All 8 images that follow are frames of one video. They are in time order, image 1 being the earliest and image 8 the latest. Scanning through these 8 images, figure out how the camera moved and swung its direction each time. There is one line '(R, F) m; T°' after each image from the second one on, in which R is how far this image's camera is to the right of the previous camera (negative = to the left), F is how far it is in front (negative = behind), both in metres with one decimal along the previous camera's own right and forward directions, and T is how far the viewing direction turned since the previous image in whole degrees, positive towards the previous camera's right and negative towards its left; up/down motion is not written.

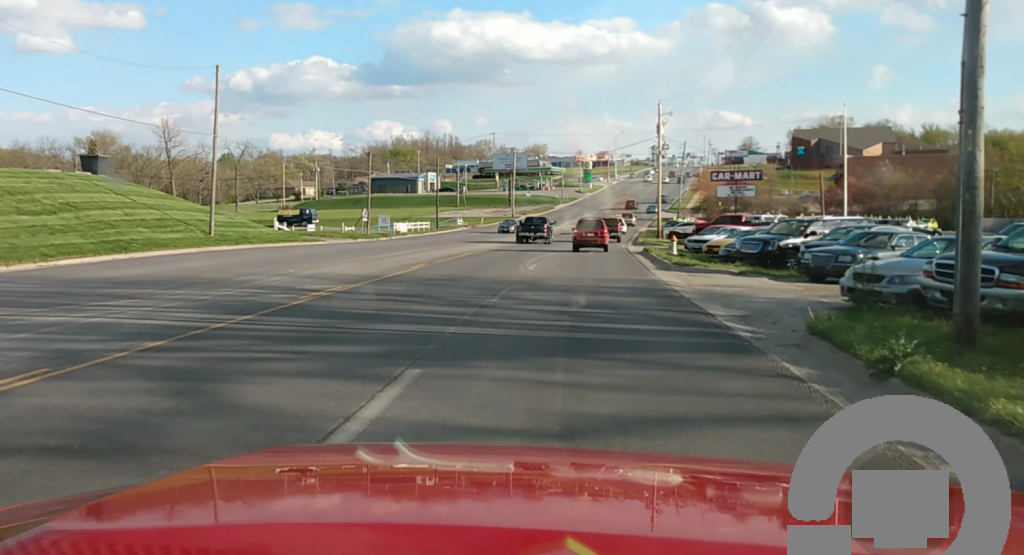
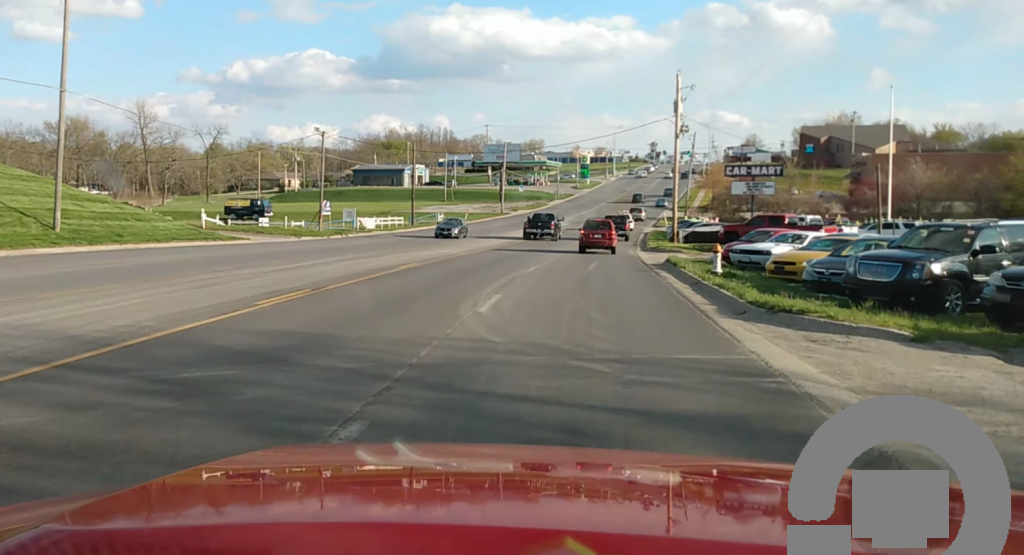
(0.0, +14.4) m; +1°
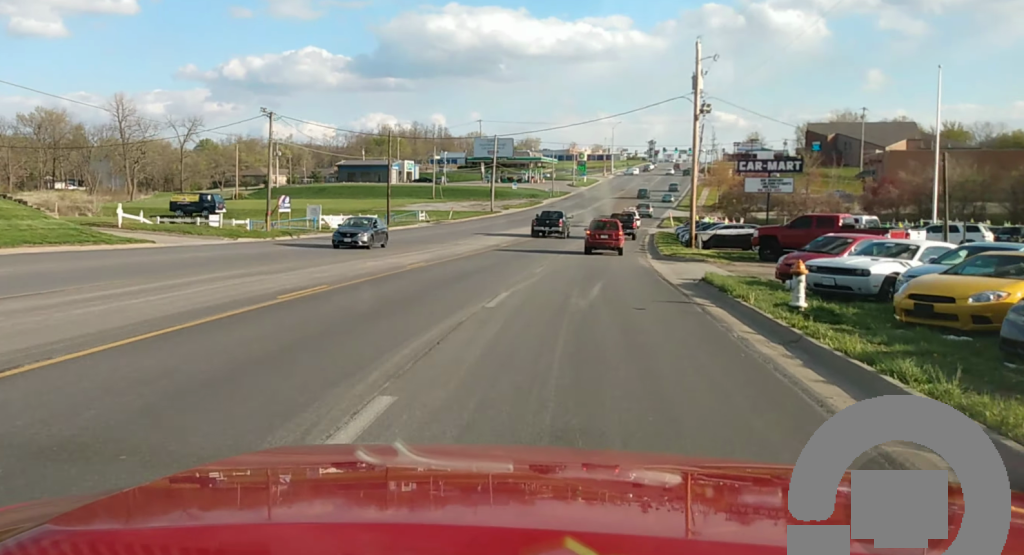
(+0.1, +10.8) m; 0°
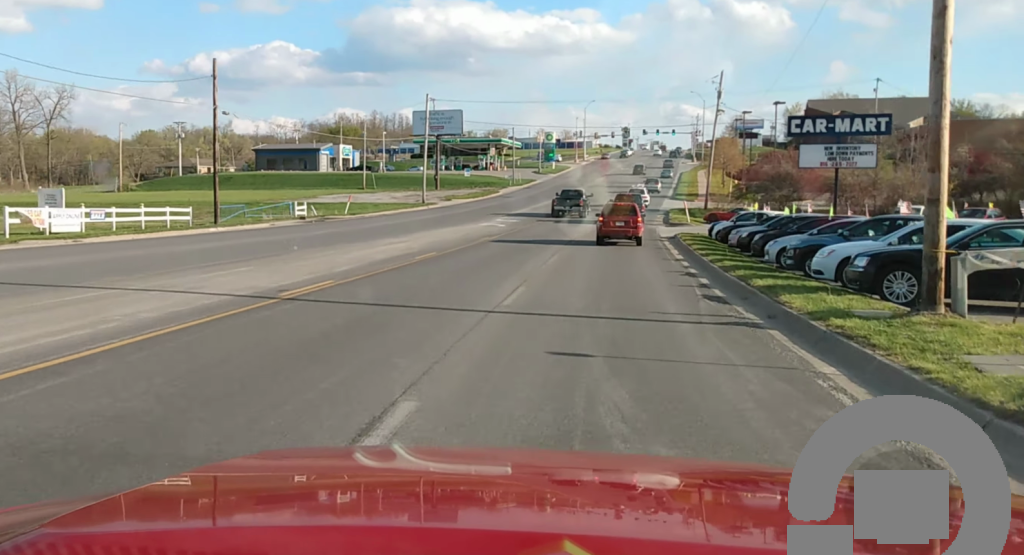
(+0.4, +35.8) m; +1°
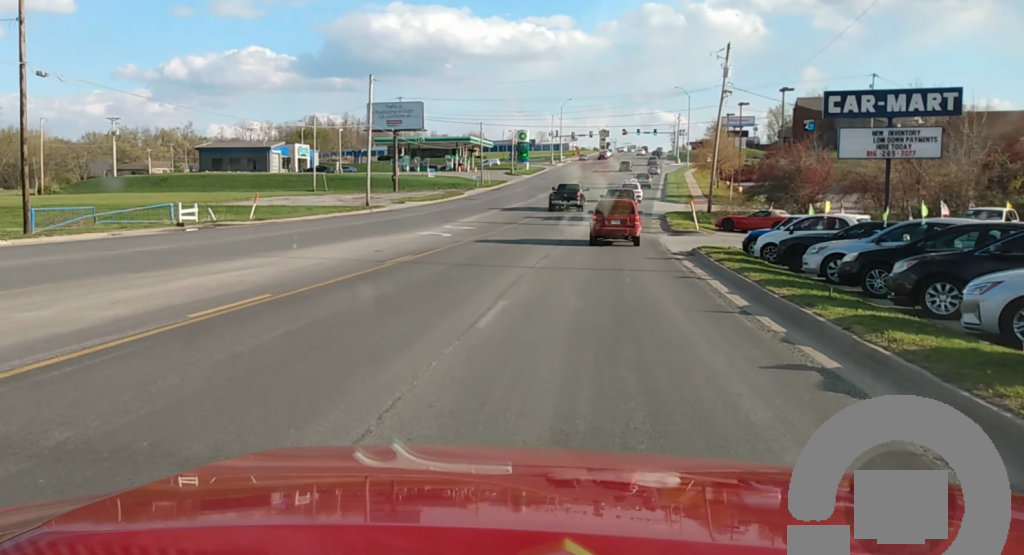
(0.0, +14.6) m; +1°
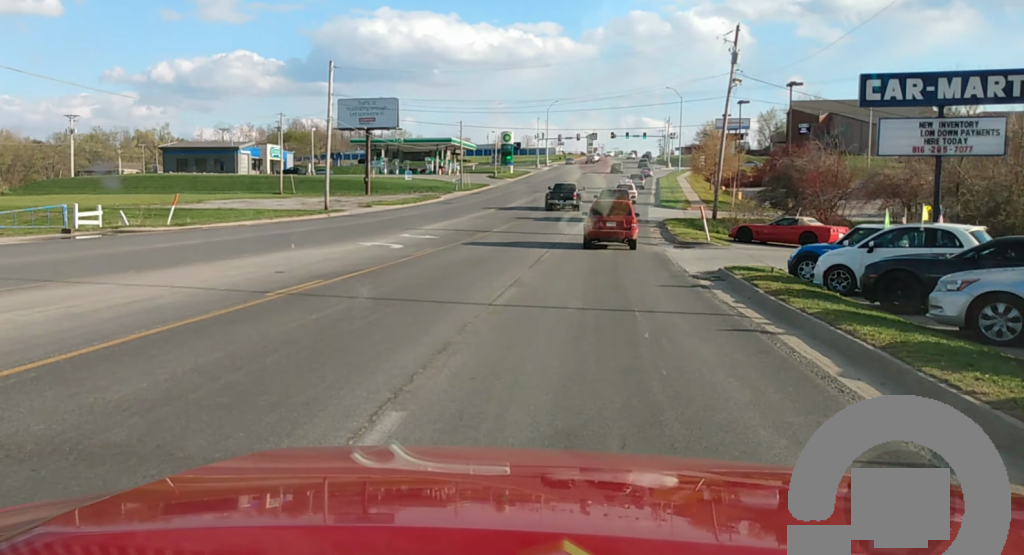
(+0.1, +8.3) m; +1°
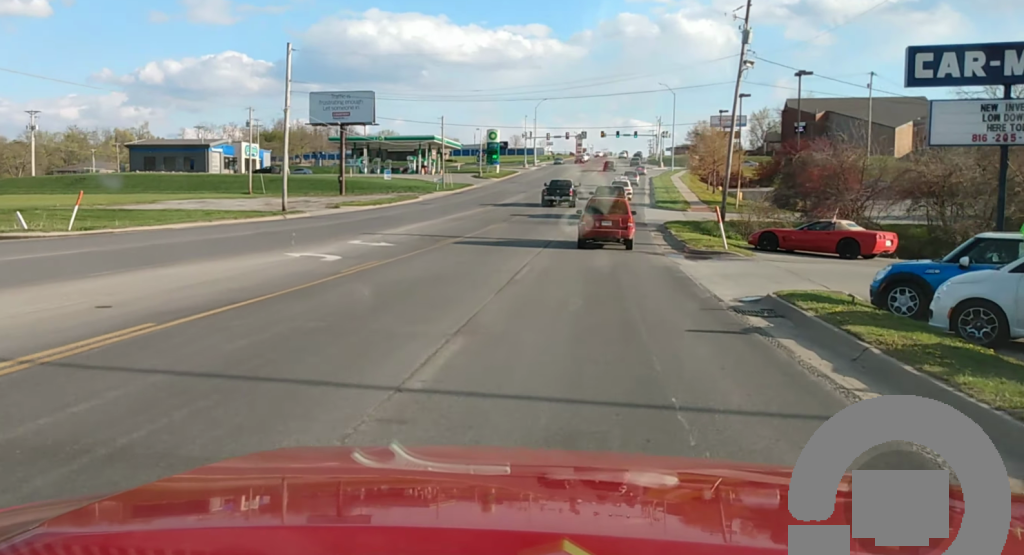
(+0.1, +7.2) m; +1°
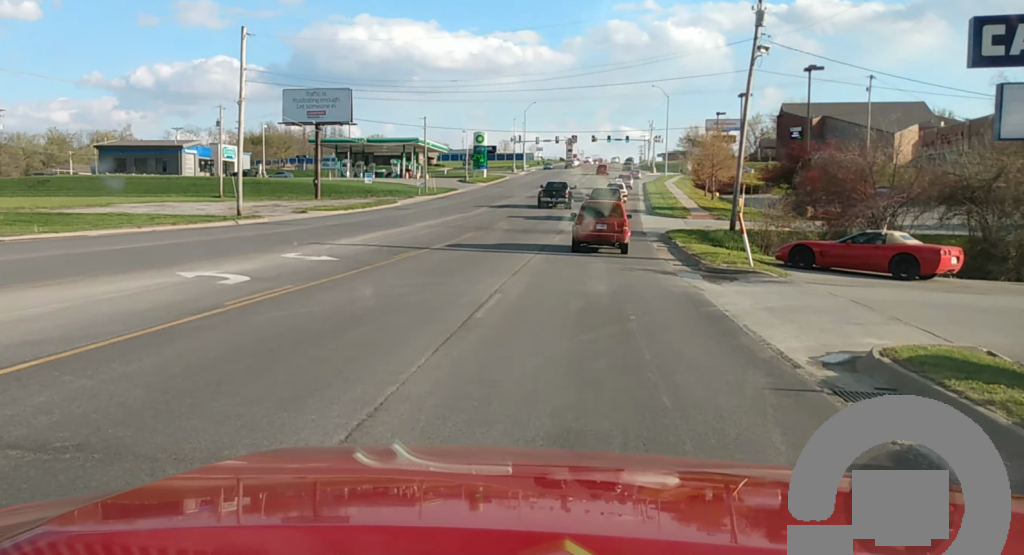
(0.0, +7.3) m; +1°
